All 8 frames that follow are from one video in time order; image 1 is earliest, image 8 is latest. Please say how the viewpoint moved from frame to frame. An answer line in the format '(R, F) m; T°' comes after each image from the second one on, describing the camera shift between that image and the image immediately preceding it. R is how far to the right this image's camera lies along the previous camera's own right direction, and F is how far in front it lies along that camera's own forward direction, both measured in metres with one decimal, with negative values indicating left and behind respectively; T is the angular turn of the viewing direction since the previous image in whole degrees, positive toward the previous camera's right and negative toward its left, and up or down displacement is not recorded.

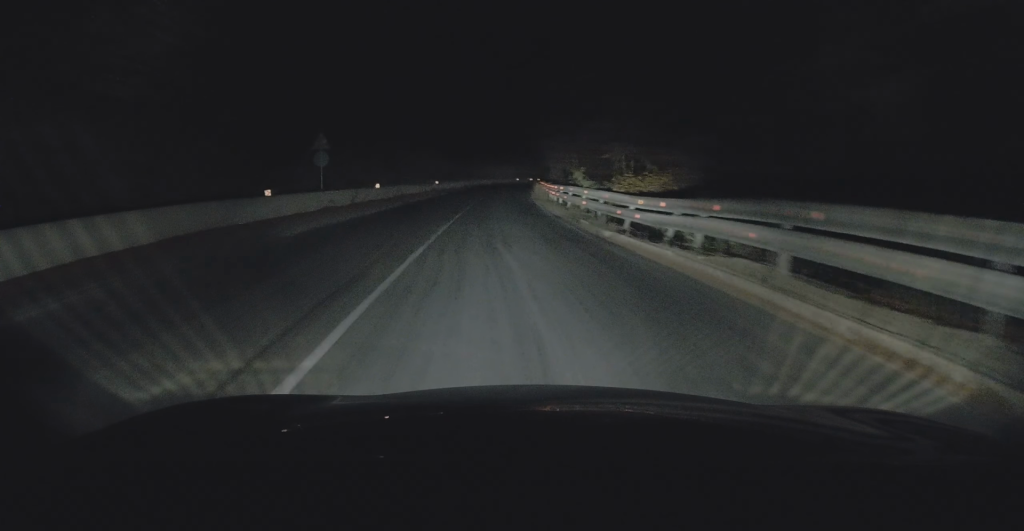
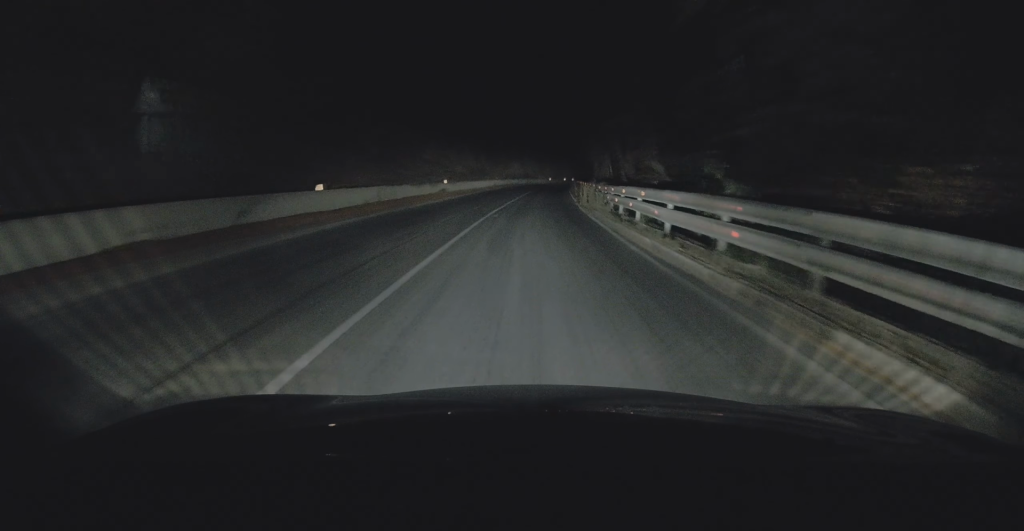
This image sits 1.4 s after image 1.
(-1.9, +15.2) m; -12°
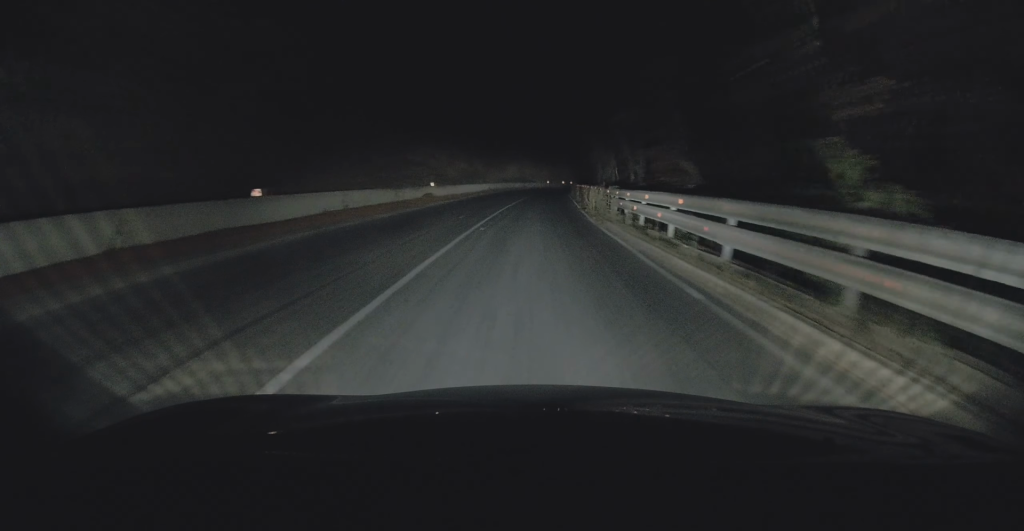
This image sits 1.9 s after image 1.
(-0.3, +4.8) m; -2°
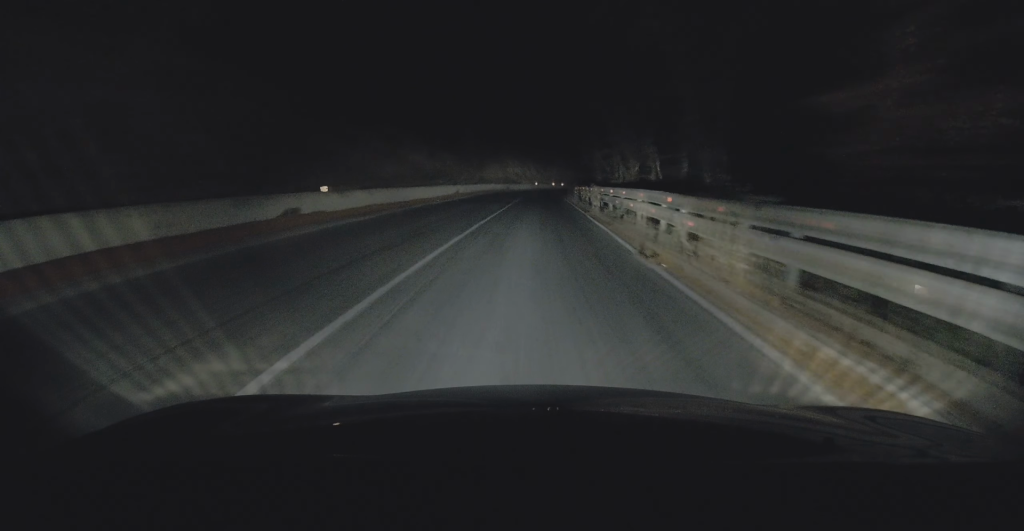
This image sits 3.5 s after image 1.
(-0.6, +18.5) m; -2°
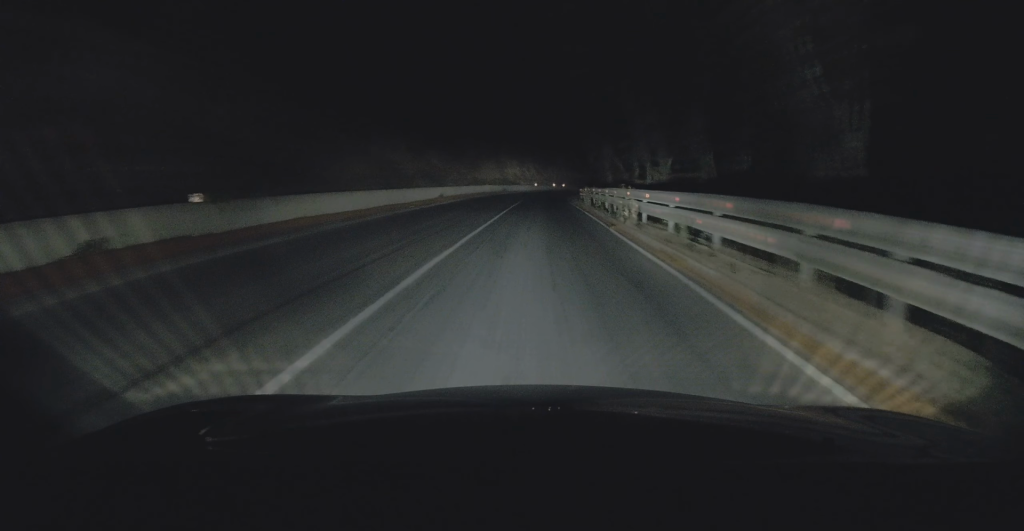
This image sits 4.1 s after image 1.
(-0.1, +8.0) m; +1°
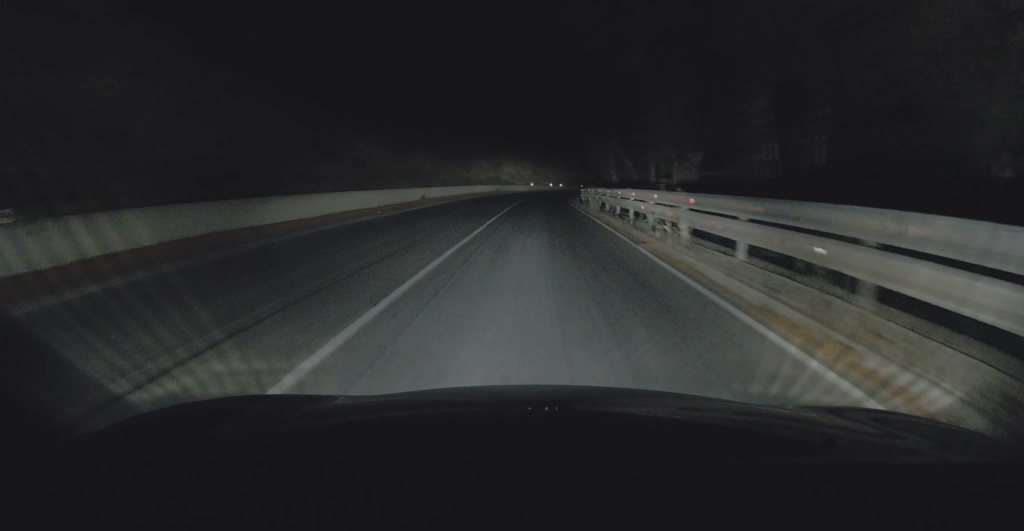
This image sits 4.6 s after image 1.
(+0.1, +5.4) m; +1°
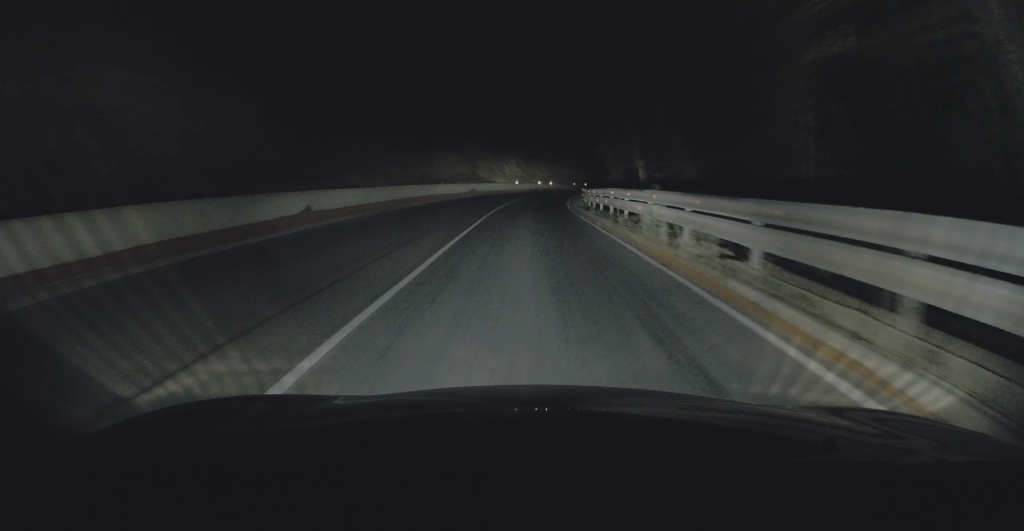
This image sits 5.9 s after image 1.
(+0.5, +17.0) m; +3°
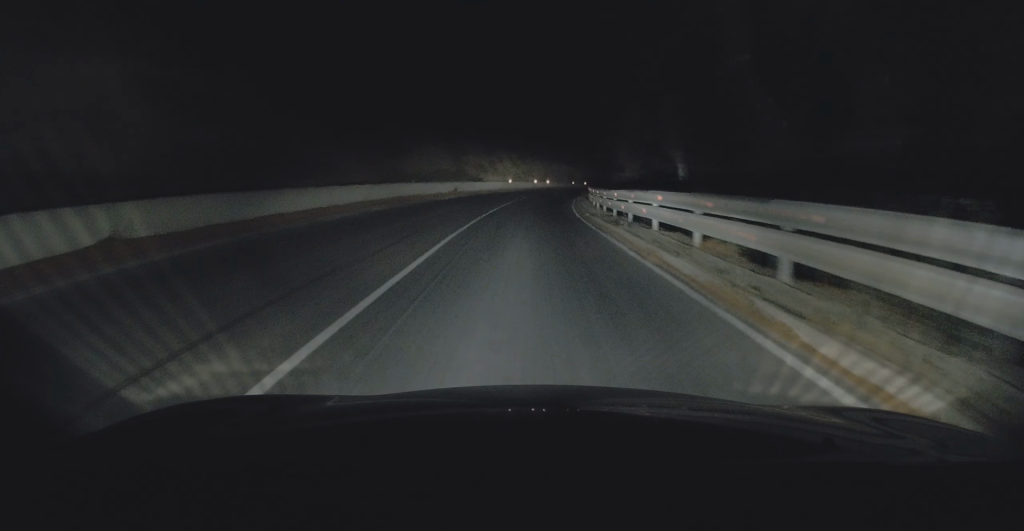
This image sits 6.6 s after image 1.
(+0.1, +9.4) m; +1°
